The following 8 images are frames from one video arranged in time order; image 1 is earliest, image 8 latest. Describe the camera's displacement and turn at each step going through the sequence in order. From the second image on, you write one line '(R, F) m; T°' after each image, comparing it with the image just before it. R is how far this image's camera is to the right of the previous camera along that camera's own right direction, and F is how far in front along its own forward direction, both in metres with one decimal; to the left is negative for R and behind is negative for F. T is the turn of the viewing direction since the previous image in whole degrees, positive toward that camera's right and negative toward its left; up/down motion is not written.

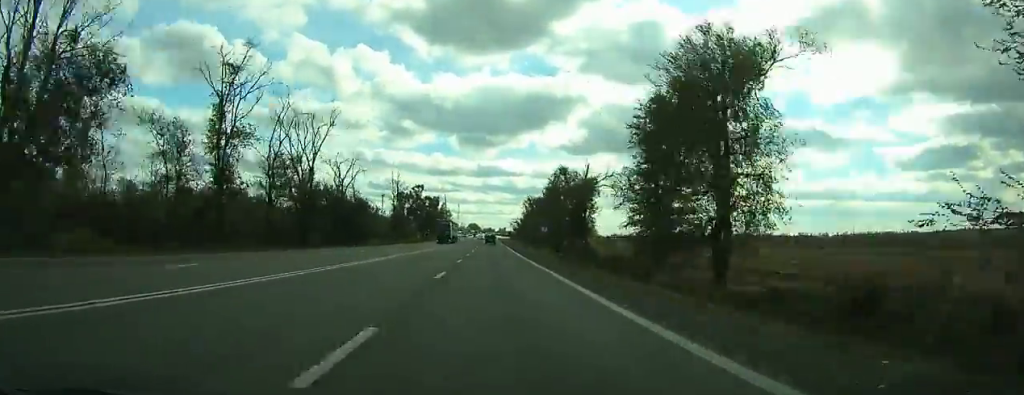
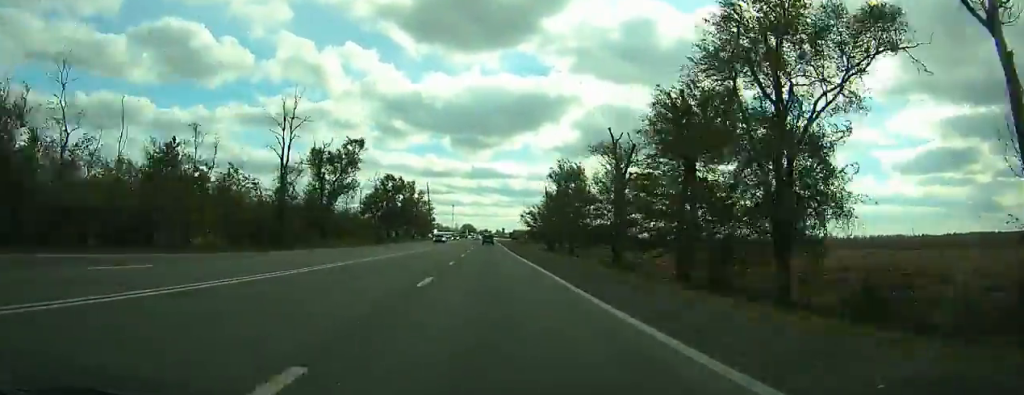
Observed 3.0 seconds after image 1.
(+0.3, +73.3) m; 0°
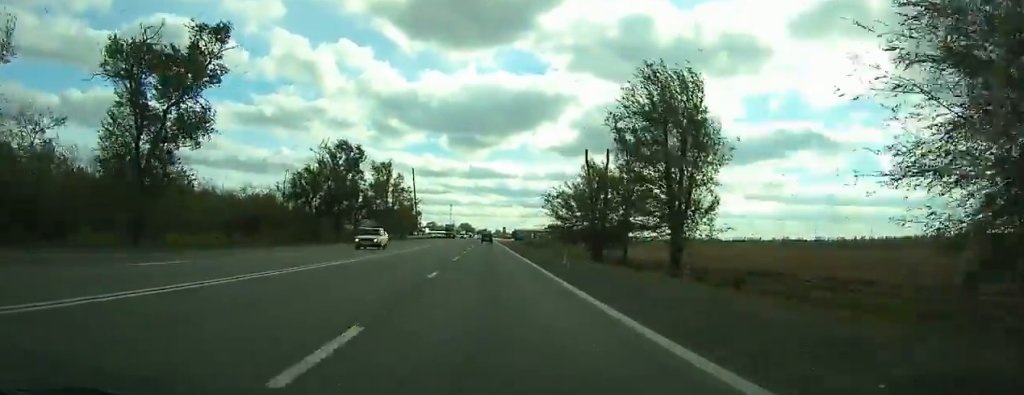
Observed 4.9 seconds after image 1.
(0.0, +46.2) m; 0°
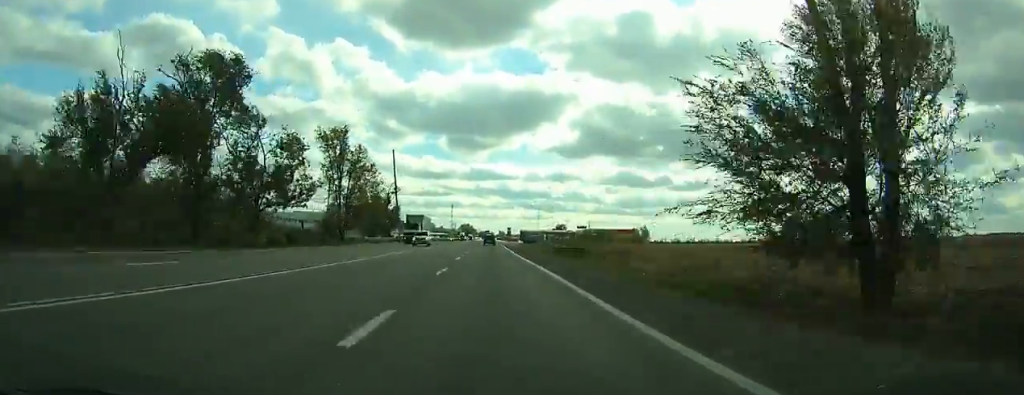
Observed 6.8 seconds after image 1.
(-0.1, +46.1) m; 0°
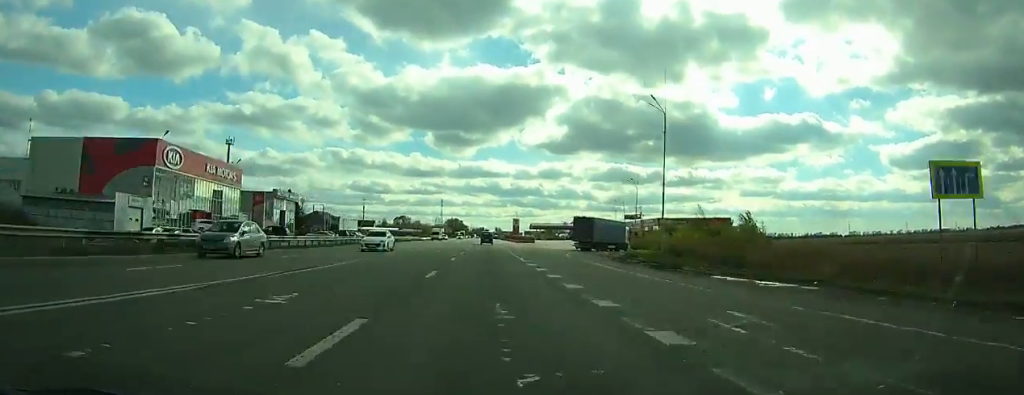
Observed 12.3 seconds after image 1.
(+0.2, +132.3) m; 0°
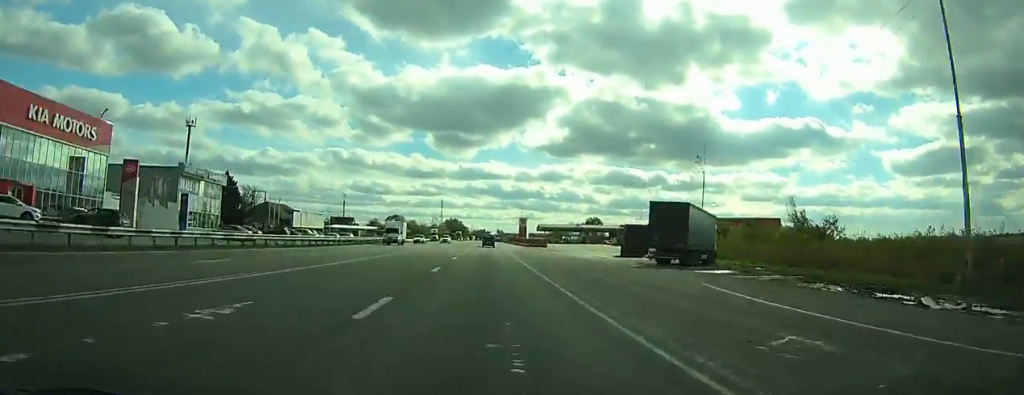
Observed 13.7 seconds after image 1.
(0.0, +33.6) m; 0°
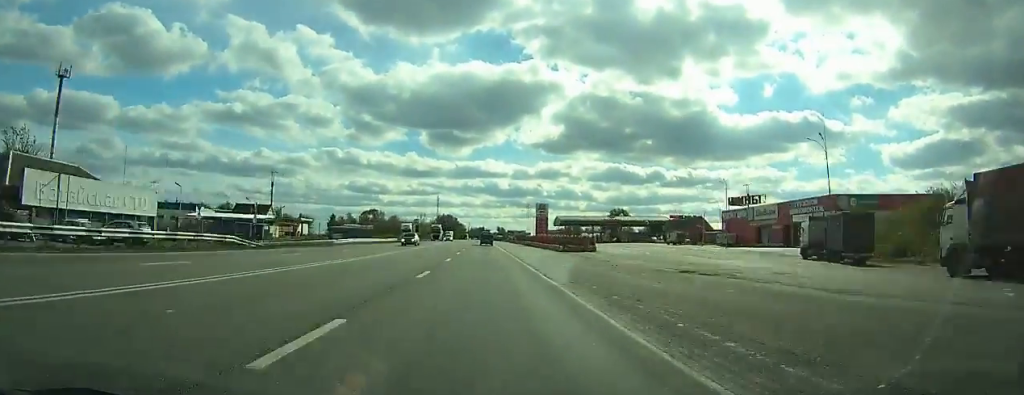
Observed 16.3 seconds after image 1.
(+0.1, +62.3) m; 0°
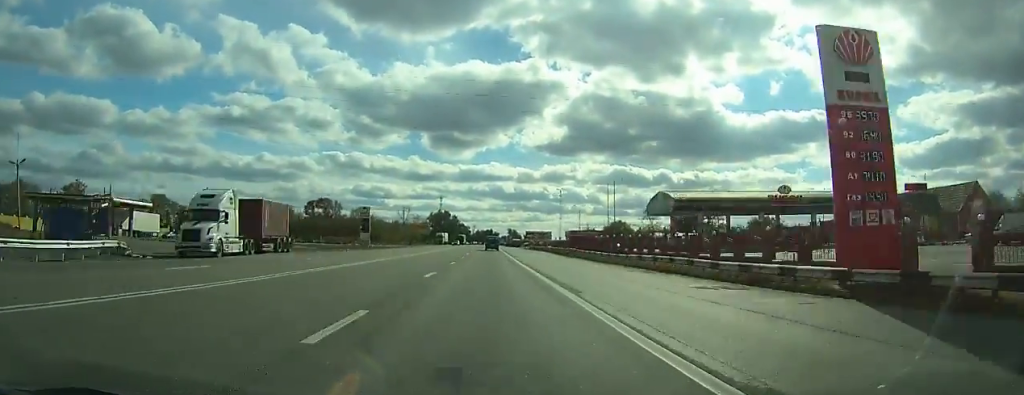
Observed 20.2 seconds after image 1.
(-0.4, +93.7) m; -1°
